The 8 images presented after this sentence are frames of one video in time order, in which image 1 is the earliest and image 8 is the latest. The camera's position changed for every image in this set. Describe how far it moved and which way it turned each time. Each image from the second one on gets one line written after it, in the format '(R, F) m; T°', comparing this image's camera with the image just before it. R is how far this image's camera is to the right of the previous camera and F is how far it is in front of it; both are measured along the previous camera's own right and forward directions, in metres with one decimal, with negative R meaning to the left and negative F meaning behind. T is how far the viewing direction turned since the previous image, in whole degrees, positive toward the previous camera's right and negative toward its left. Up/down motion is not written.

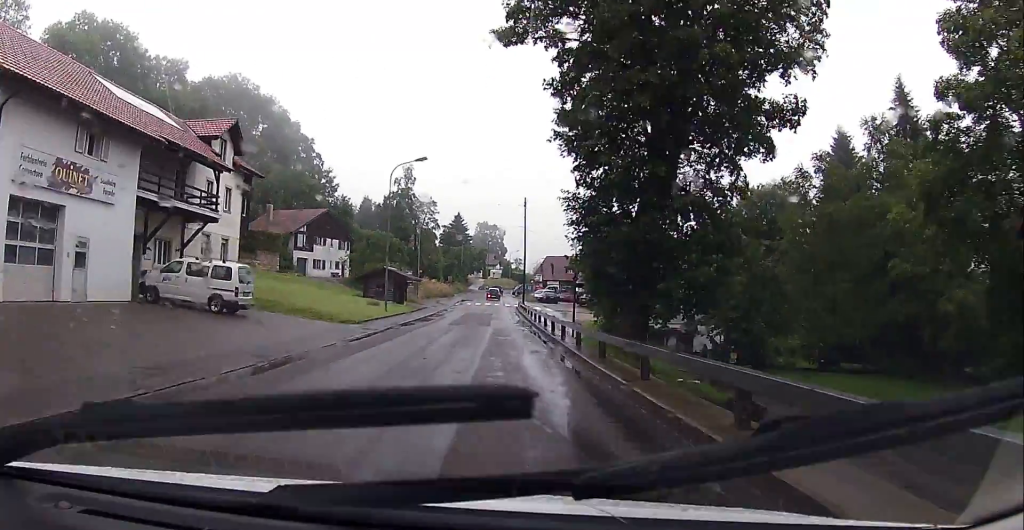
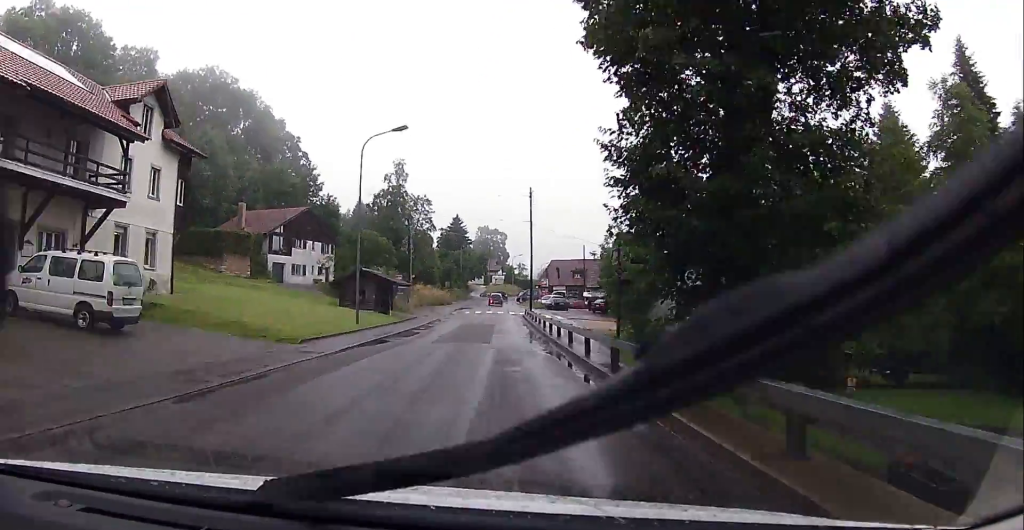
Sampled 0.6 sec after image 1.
(0.0, +9.0) m; 0°
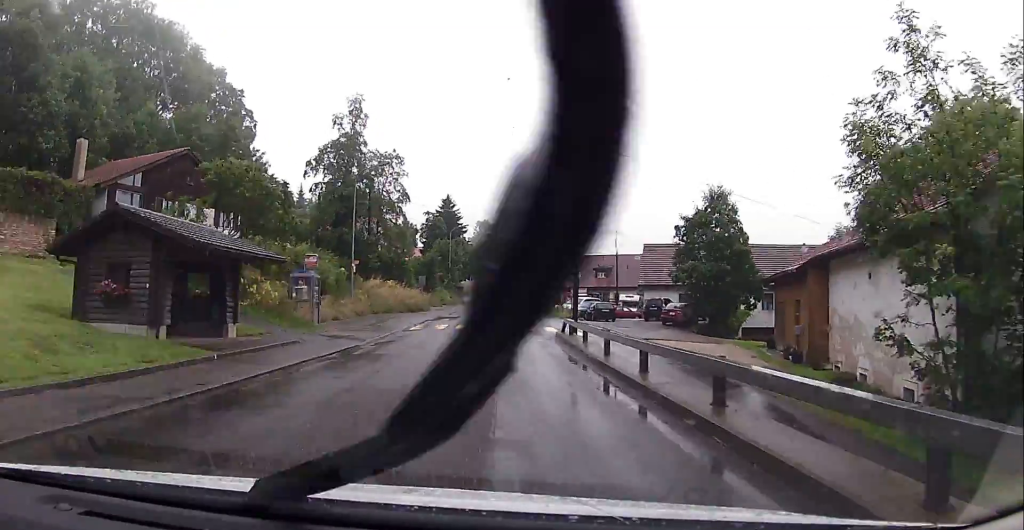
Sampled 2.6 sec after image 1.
(+0.6, +29.8) m; +2°
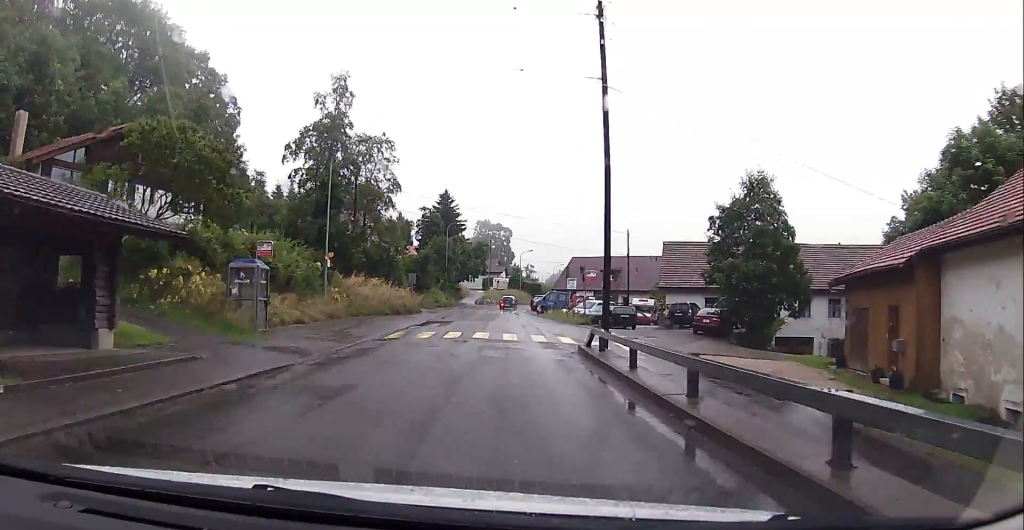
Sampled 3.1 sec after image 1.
(0.0, +6.8) m; 0°
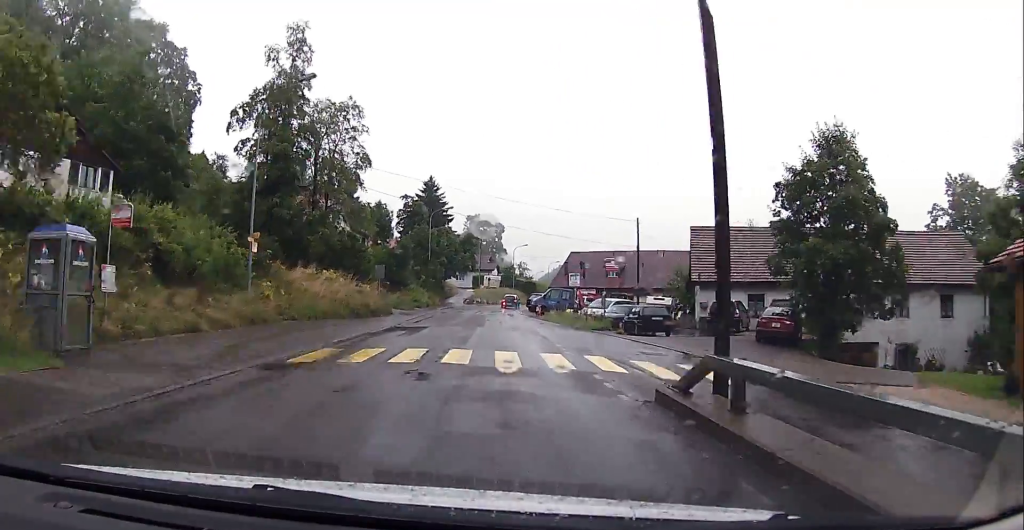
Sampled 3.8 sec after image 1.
(-0.1, +10.0) m; -1°
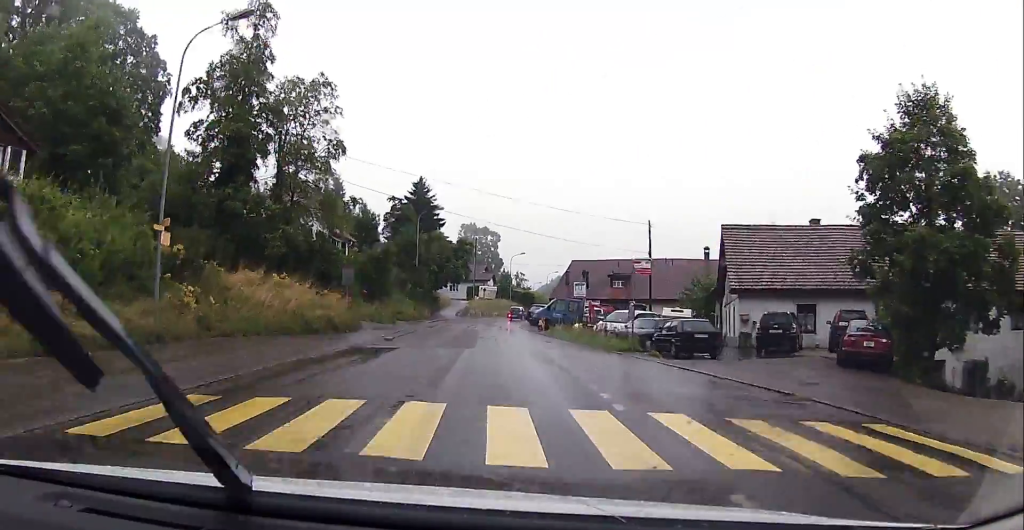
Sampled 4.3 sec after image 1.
(-0.1, +7.0) m; -1°
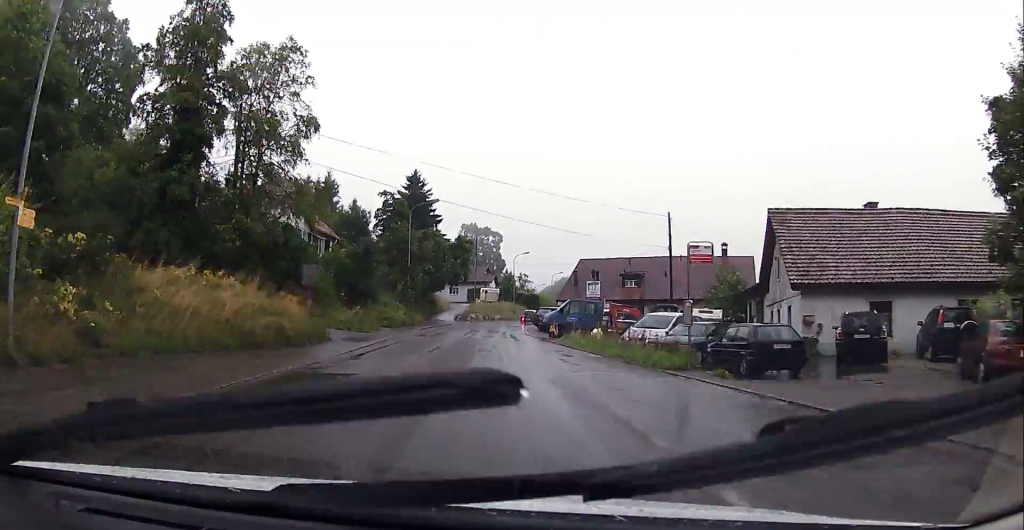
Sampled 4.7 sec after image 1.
(0.0, +6.5) m; 0°
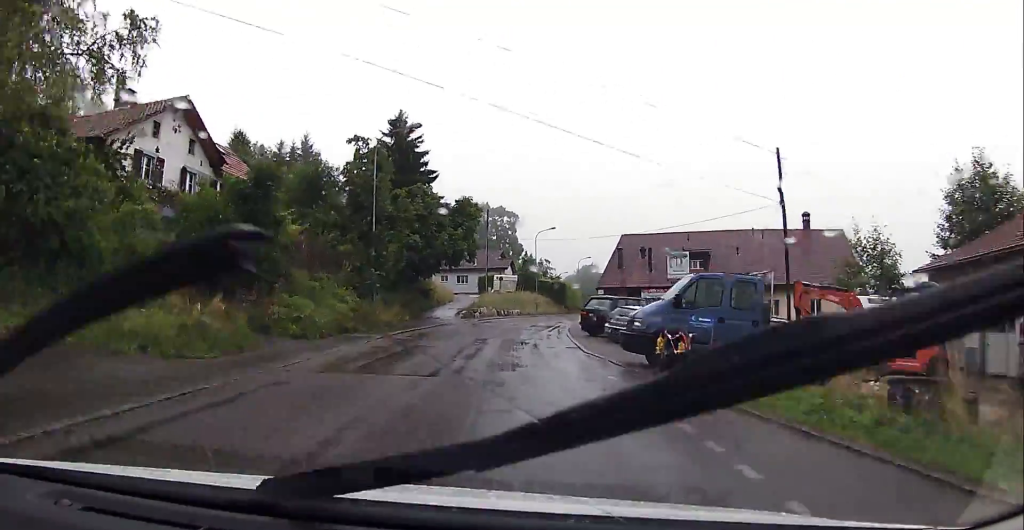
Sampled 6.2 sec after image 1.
(0.0, +19.9) m; -1°
